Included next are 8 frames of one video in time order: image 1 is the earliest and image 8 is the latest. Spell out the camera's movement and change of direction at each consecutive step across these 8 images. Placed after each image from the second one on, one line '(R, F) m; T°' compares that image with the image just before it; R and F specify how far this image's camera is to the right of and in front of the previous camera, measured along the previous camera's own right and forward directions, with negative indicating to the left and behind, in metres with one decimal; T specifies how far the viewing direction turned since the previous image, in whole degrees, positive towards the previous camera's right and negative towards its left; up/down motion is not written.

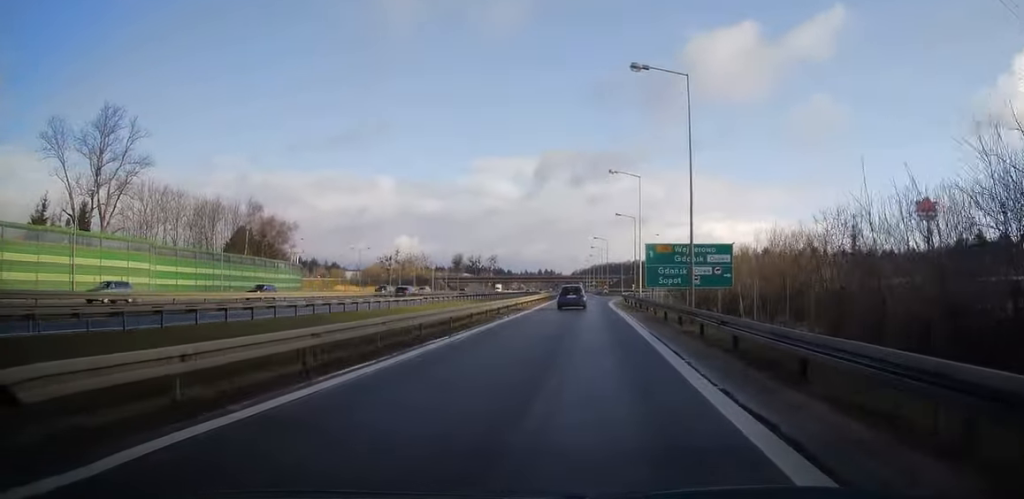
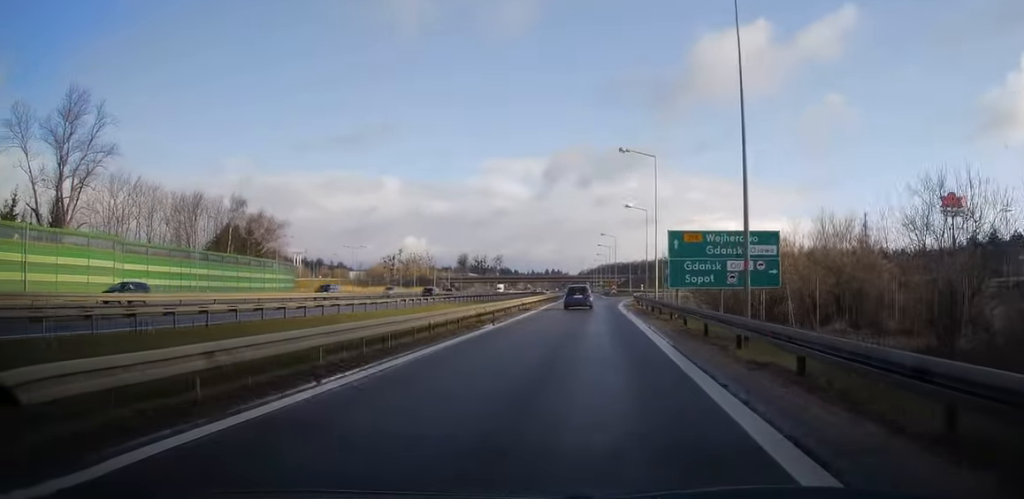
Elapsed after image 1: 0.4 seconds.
(-0.1, +7.6) m; -1°
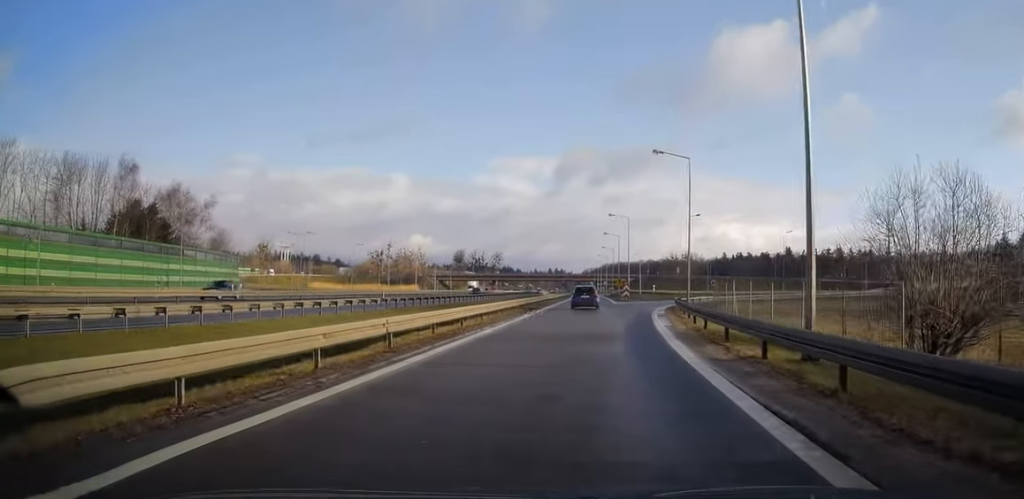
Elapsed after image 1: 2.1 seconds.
(-0.3, +28.7) m; 0°
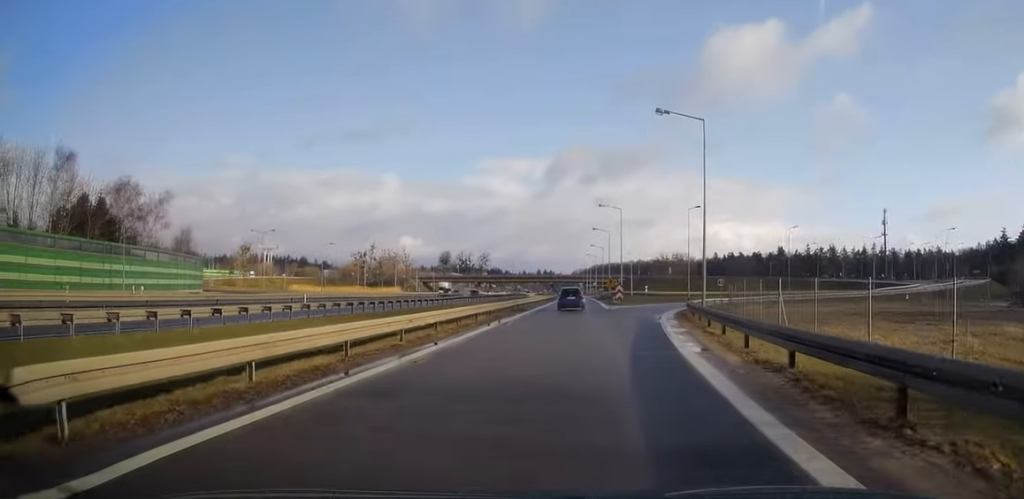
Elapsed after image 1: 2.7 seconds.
(0.0, +9.8) m; +1°
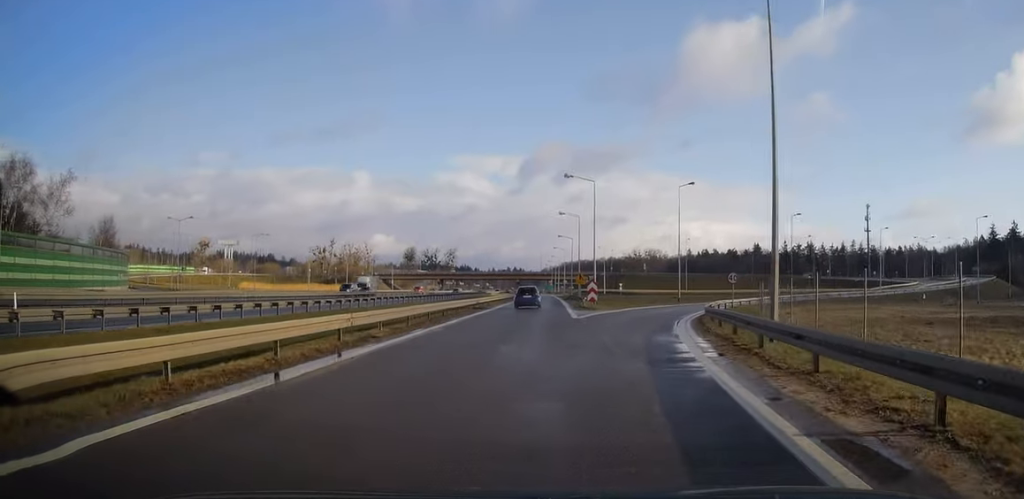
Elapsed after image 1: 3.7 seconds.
(+0.3, +16.5) m; +3°
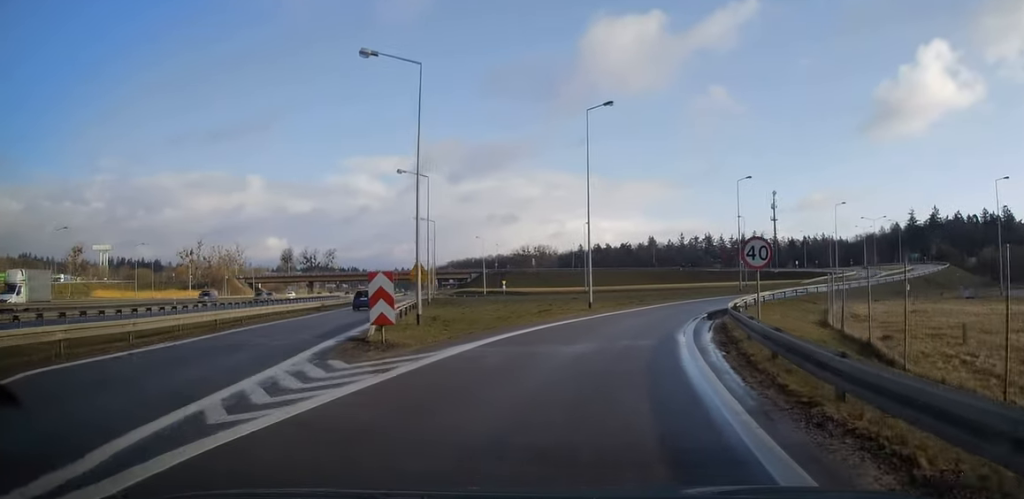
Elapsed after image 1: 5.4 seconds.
(+1.7, +26.9) m; +8°
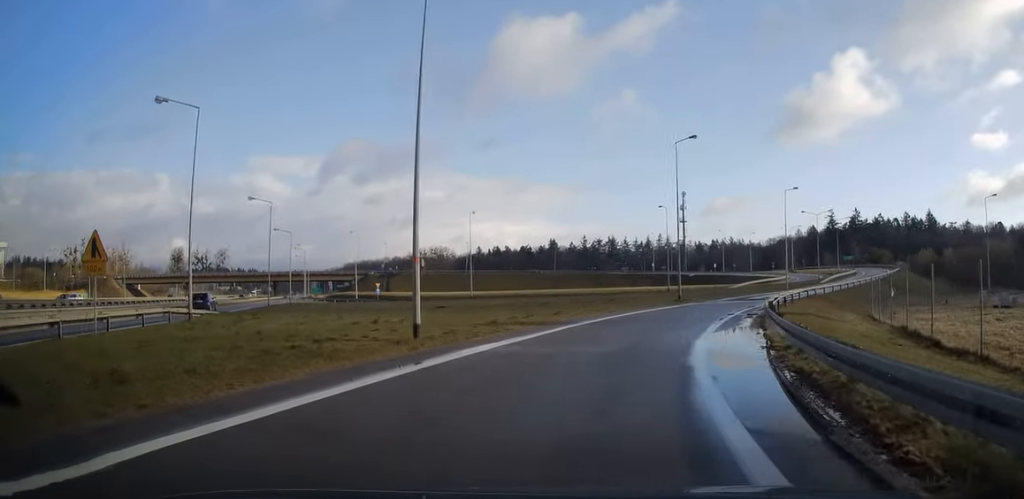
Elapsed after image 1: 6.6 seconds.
(+1.3, +19.5) m; +9°
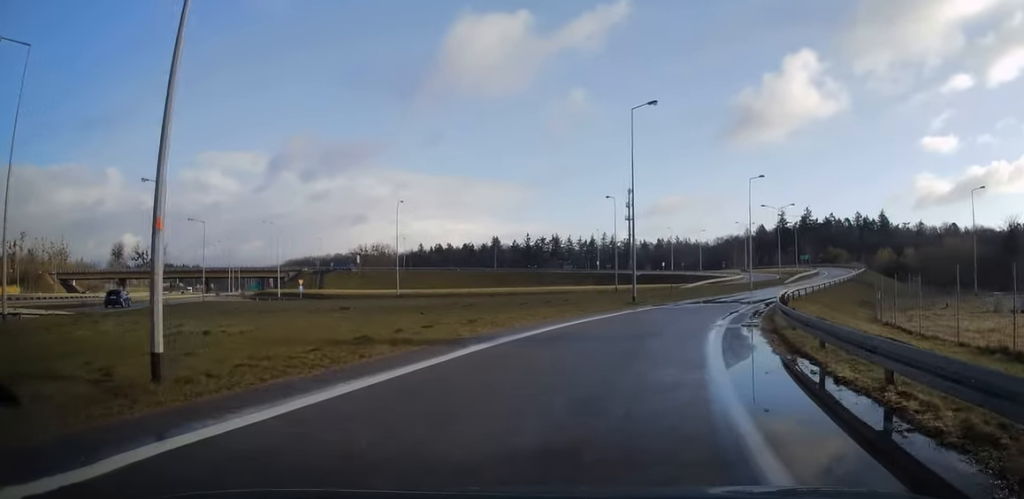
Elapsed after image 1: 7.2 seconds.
(+0.5, +8.5) m; +5°
